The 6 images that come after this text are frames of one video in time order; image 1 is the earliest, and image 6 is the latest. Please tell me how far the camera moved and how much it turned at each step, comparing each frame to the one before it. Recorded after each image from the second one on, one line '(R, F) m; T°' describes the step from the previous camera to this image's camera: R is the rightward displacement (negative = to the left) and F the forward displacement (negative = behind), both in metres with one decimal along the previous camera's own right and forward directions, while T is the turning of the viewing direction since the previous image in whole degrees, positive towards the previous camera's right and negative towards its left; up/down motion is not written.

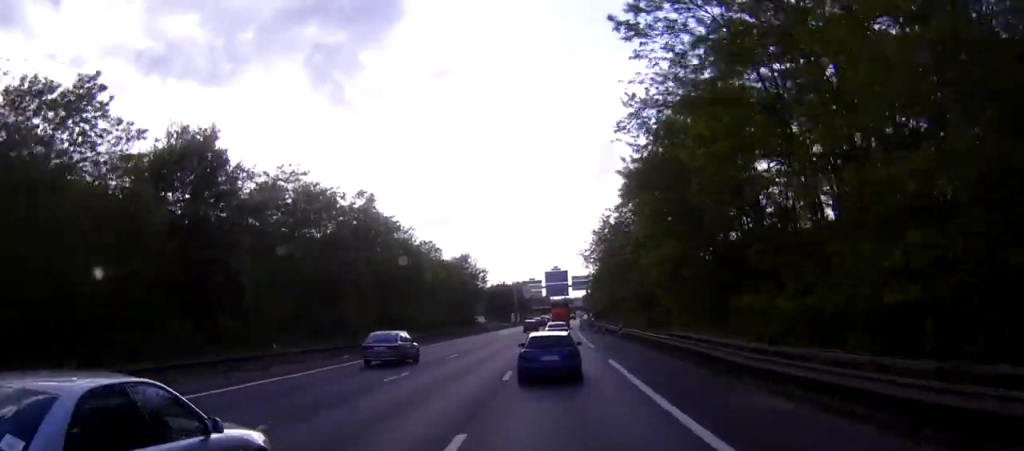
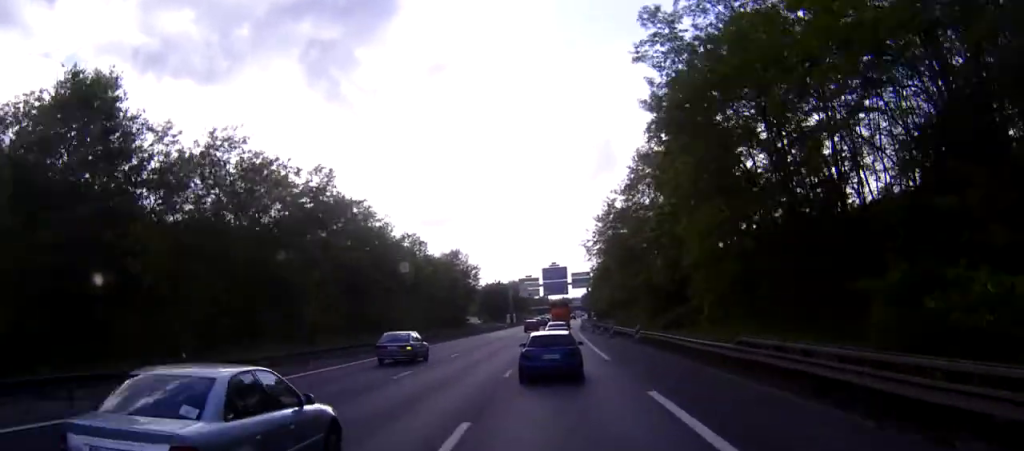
(0.0, +12.3) m; 0°
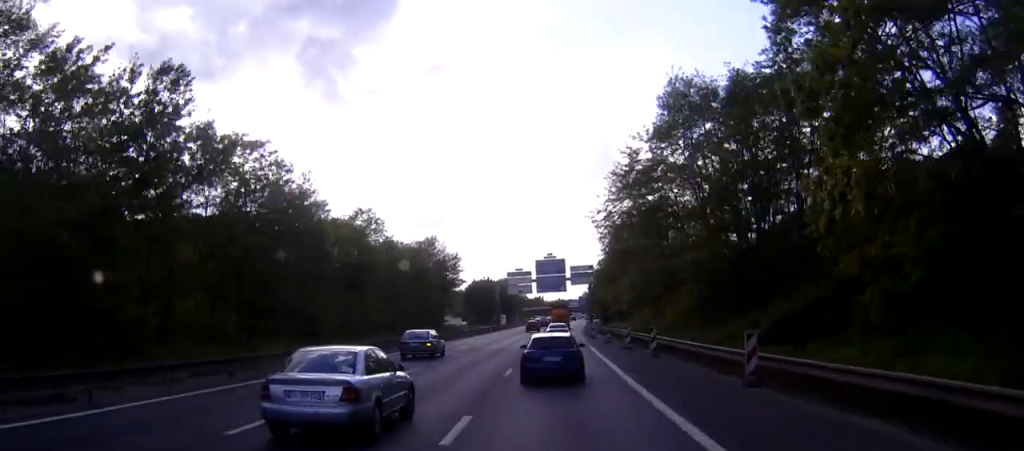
(-0.2, +25.1) m; +1°
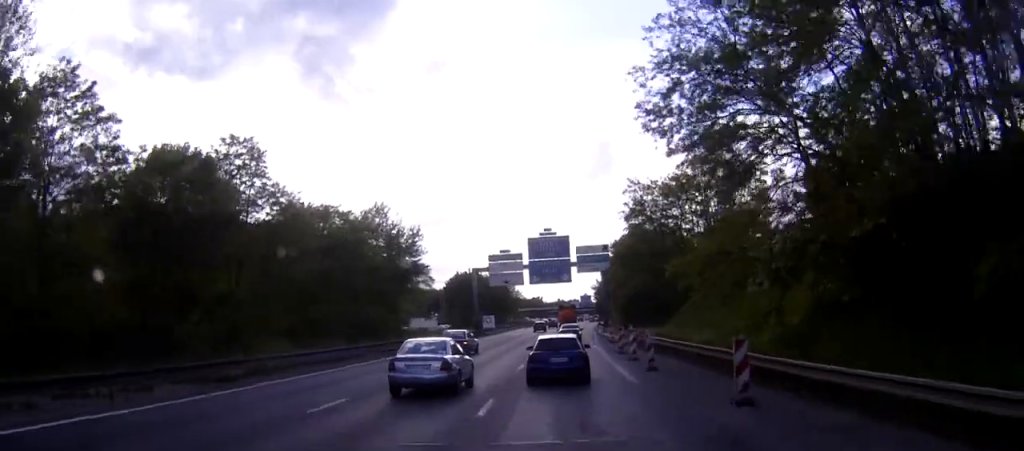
(0.0, +35.3) m; -1°
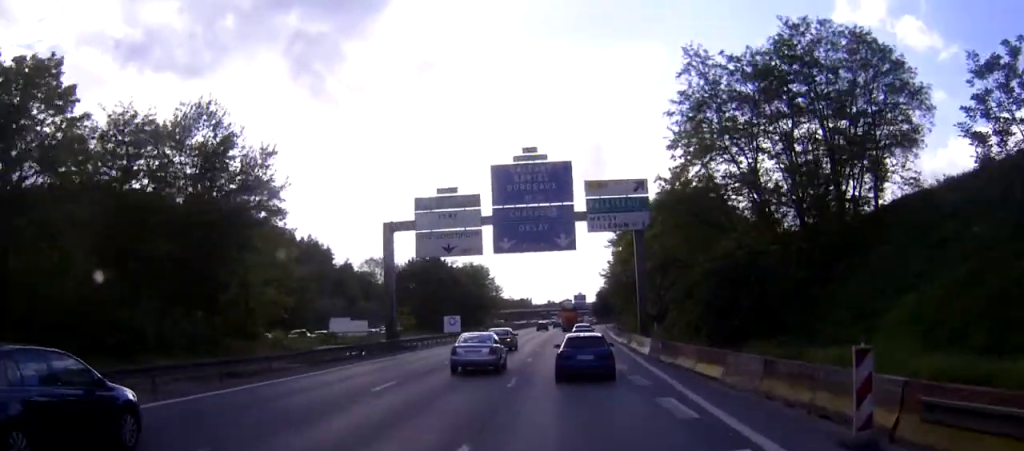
(+0.1, +44.1) m; +1°
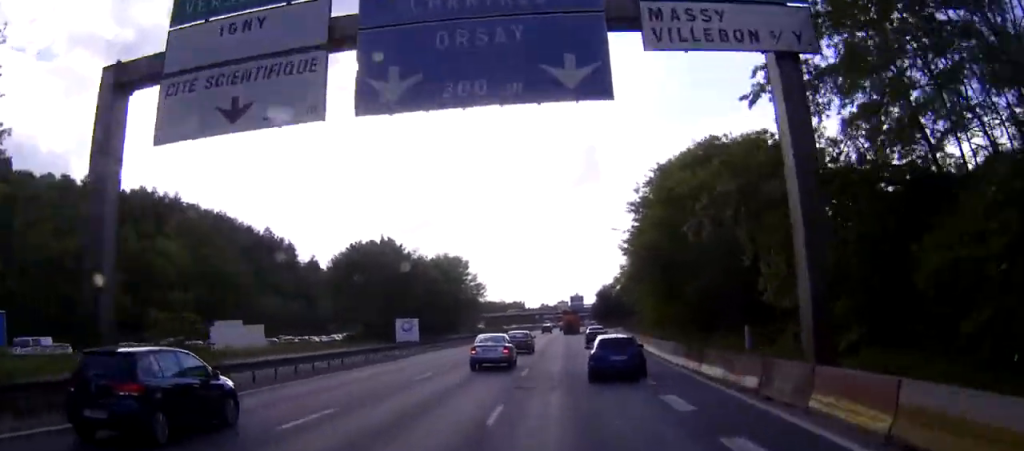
(+0.1, +31.5) m; 0°
